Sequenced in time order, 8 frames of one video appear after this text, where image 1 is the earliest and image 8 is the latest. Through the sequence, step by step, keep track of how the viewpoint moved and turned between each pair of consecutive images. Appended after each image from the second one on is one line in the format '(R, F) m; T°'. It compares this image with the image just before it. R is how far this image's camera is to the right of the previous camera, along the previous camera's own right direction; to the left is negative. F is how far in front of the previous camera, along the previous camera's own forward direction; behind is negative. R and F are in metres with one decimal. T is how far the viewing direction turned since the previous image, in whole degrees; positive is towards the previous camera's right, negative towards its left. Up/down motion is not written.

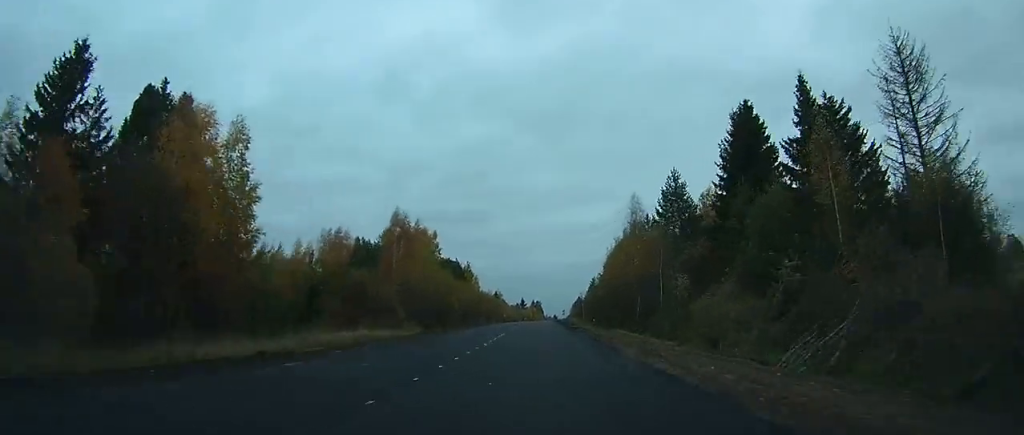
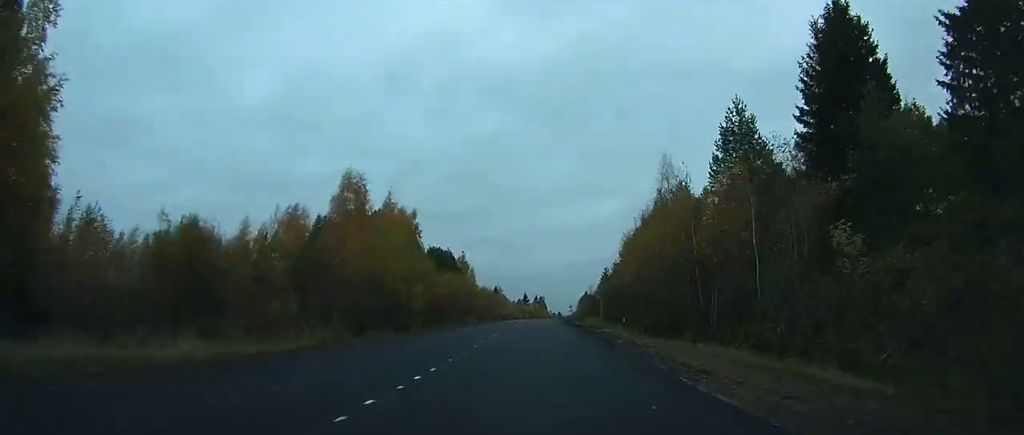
(+0.2, +21.9) m; 0°
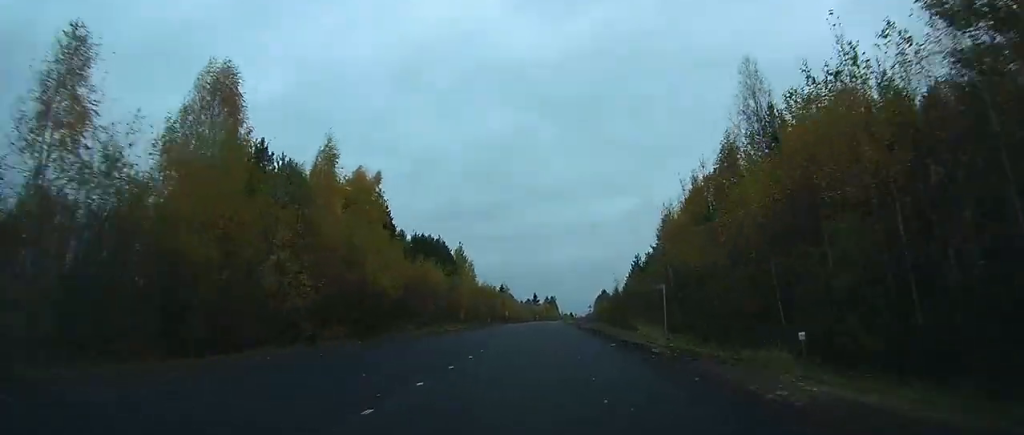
(-0.4, +28.6) m; 0°
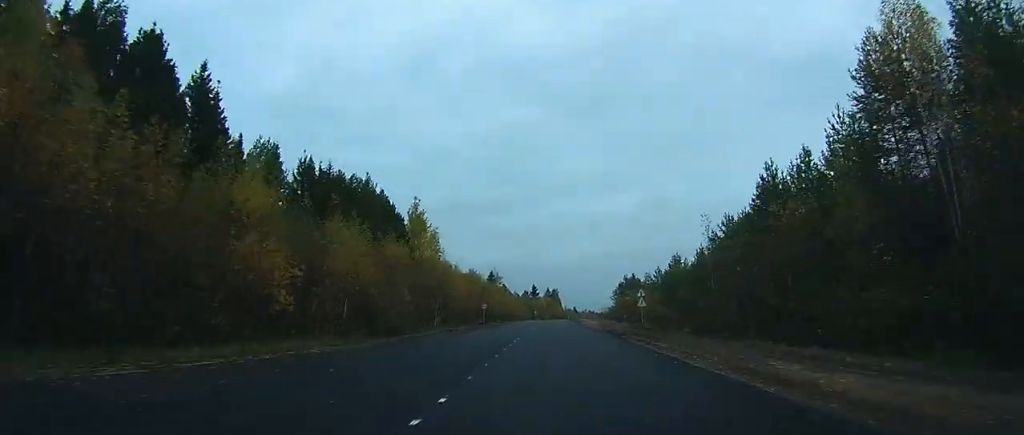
(-0.4, +55.9) m; 0°
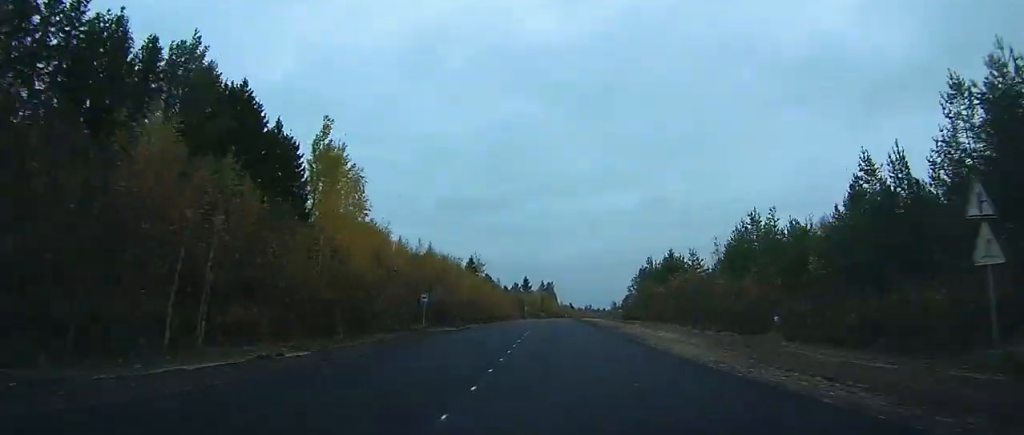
(+0.1, +39.7) m; +1°
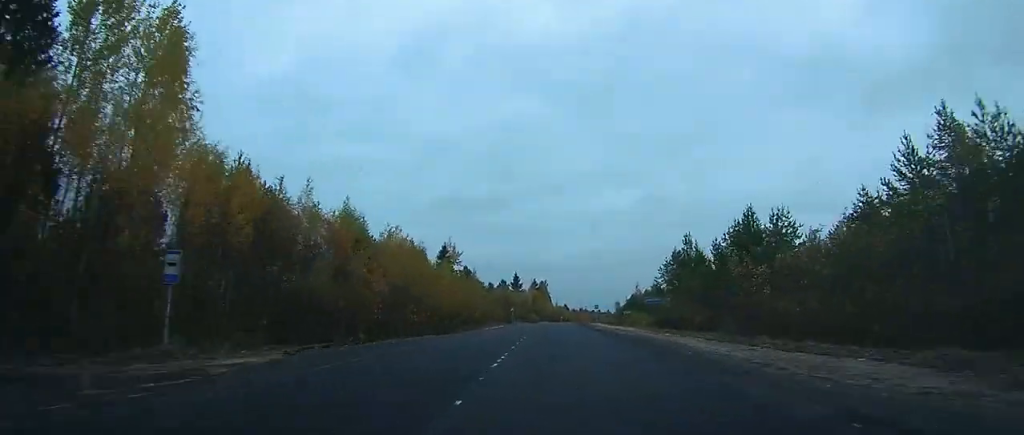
(+0.1, +31.3) m; +1°
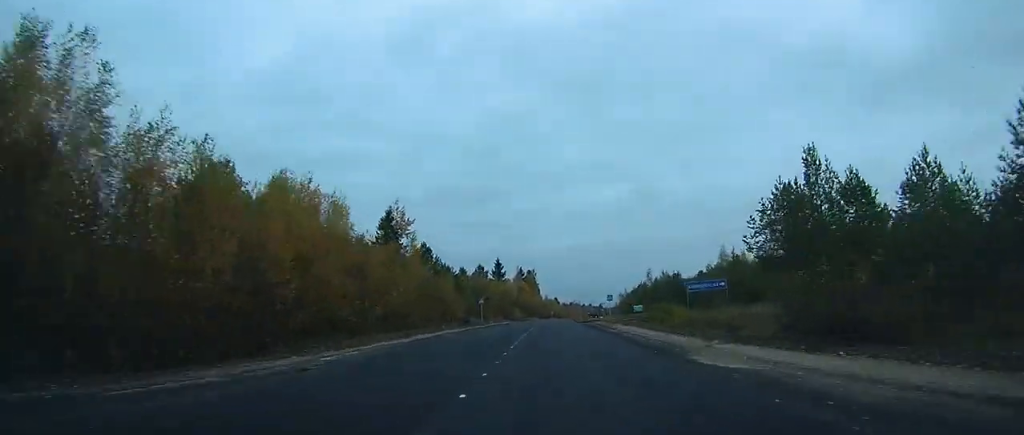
(+0.4, +35.8) m; +1°
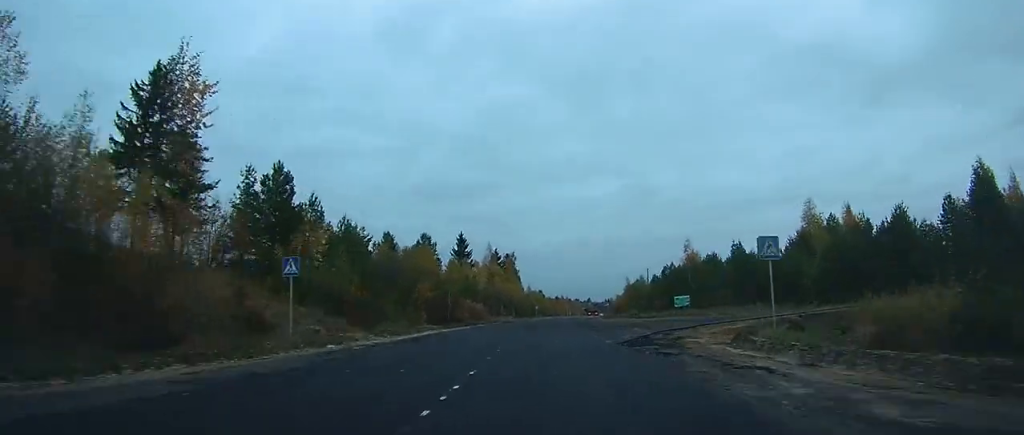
(+0.5, +54.8) m; +1°
